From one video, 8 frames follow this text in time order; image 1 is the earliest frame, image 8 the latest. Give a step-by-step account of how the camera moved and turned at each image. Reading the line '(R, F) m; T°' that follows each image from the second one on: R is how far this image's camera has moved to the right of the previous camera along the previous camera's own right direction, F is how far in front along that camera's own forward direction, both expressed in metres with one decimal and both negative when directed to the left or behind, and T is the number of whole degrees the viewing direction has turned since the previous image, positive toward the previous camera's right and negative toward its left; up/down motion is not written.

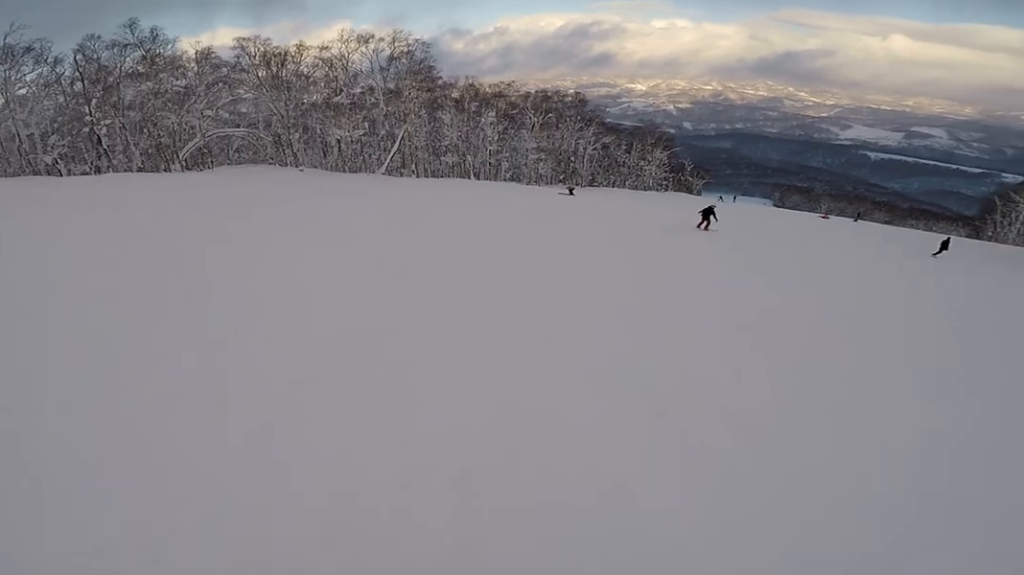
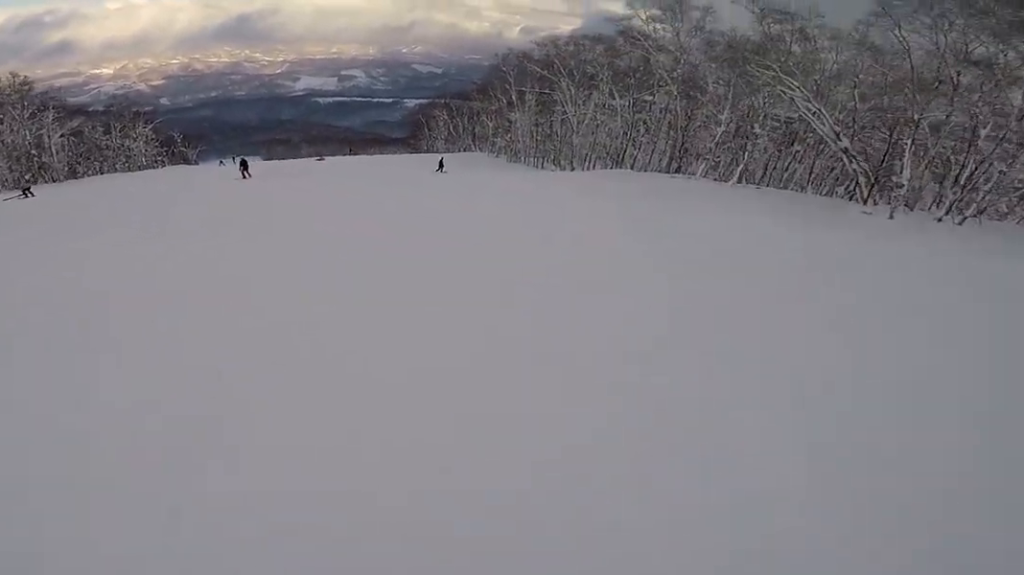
(+2.0, +10.4) m; +15°
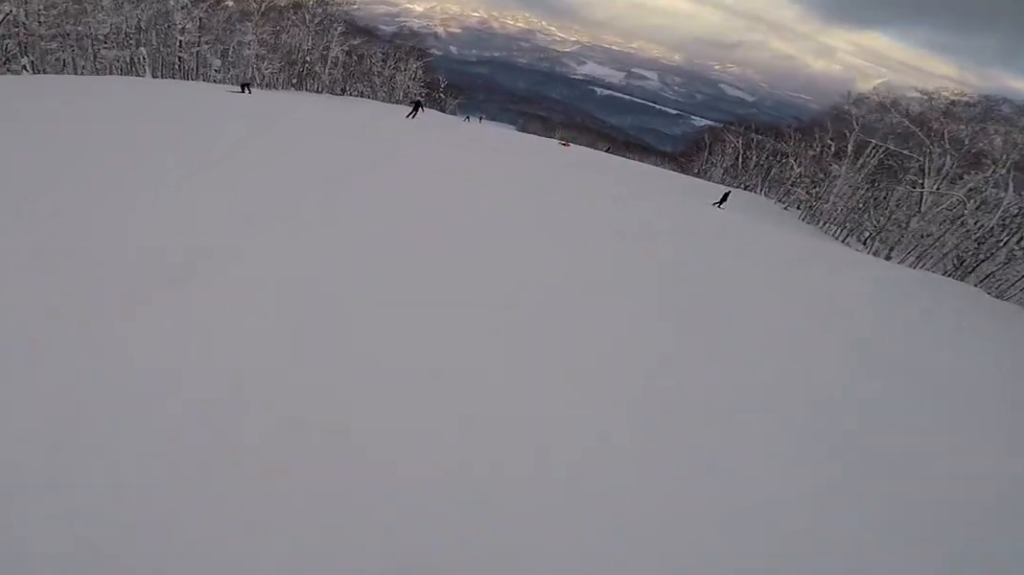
(0.0, +5.5) m; -7°
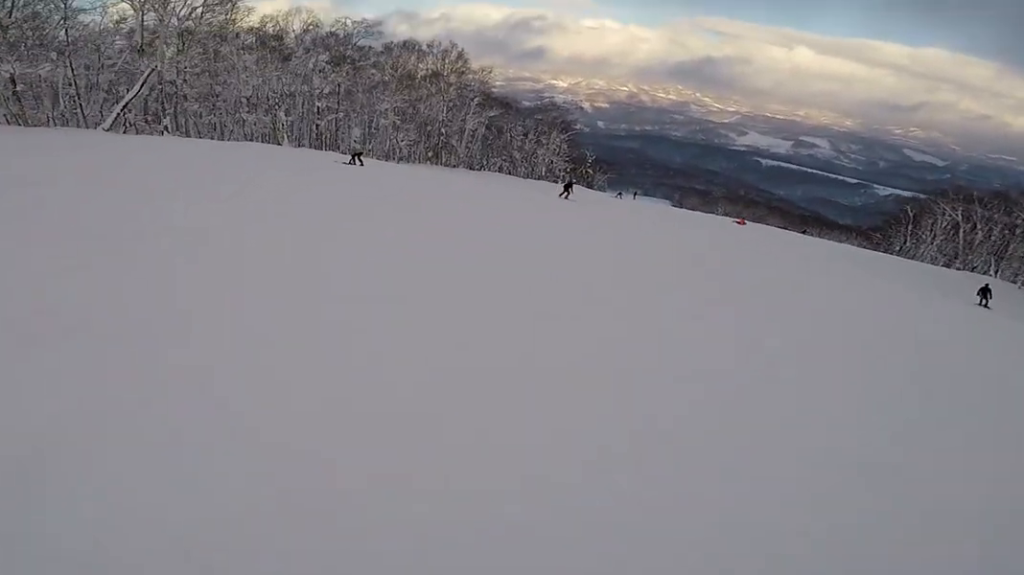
(-0.5, +5.4) m; -9°
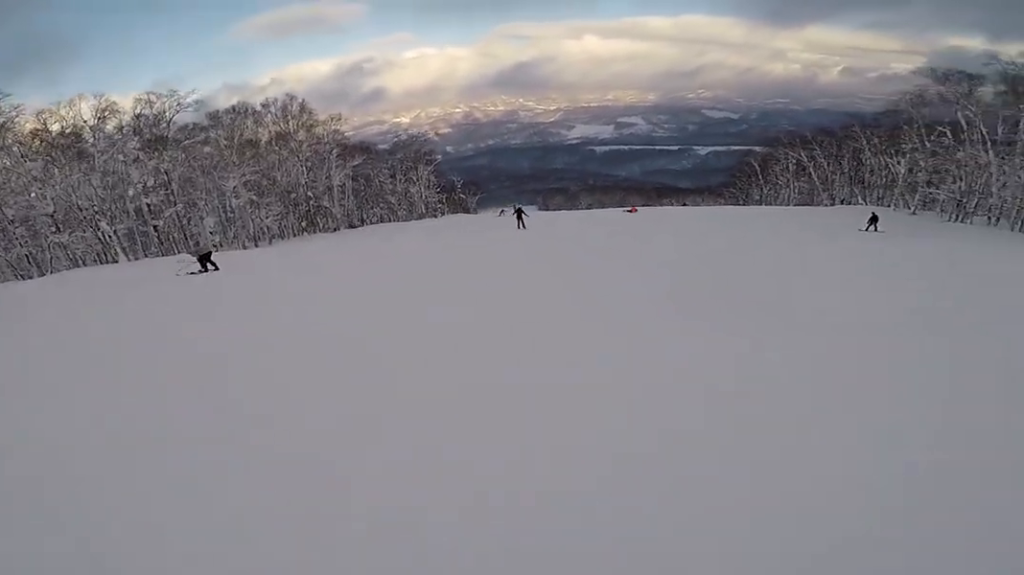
(-0.7, +5.7) m; +2°
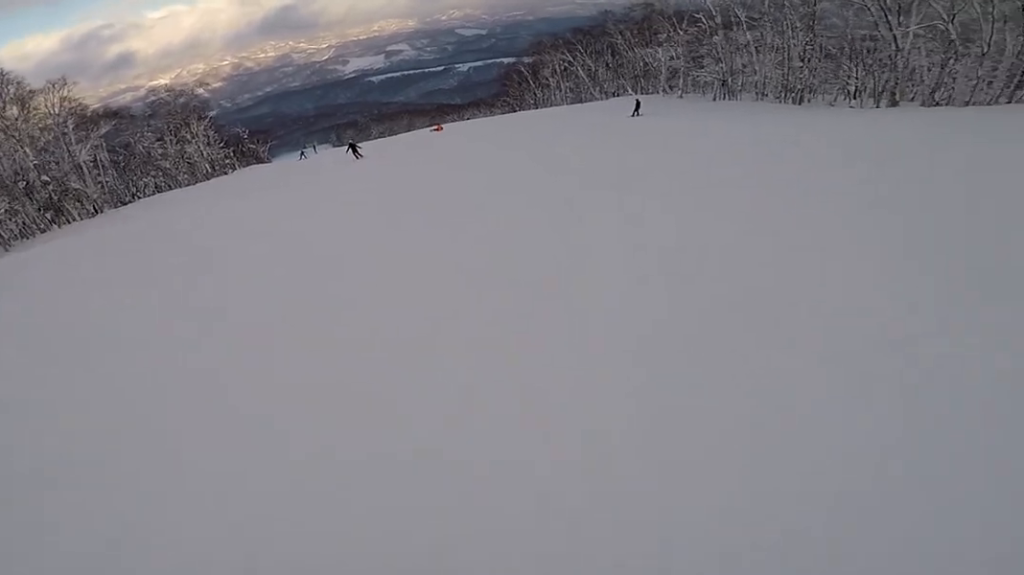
(+0.8, +5.6) m; +13°
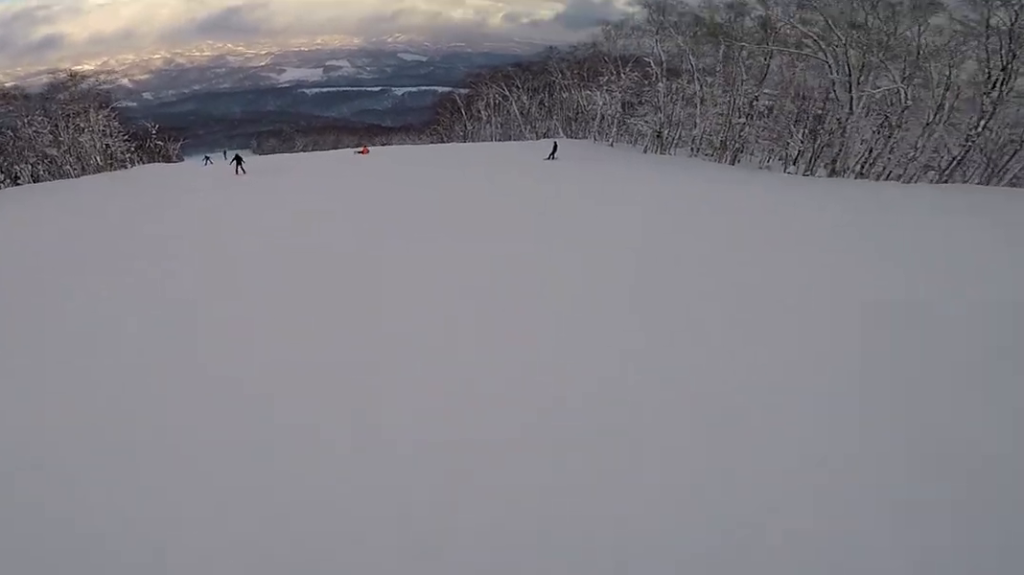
(+0.4, +4.2) m; -5°
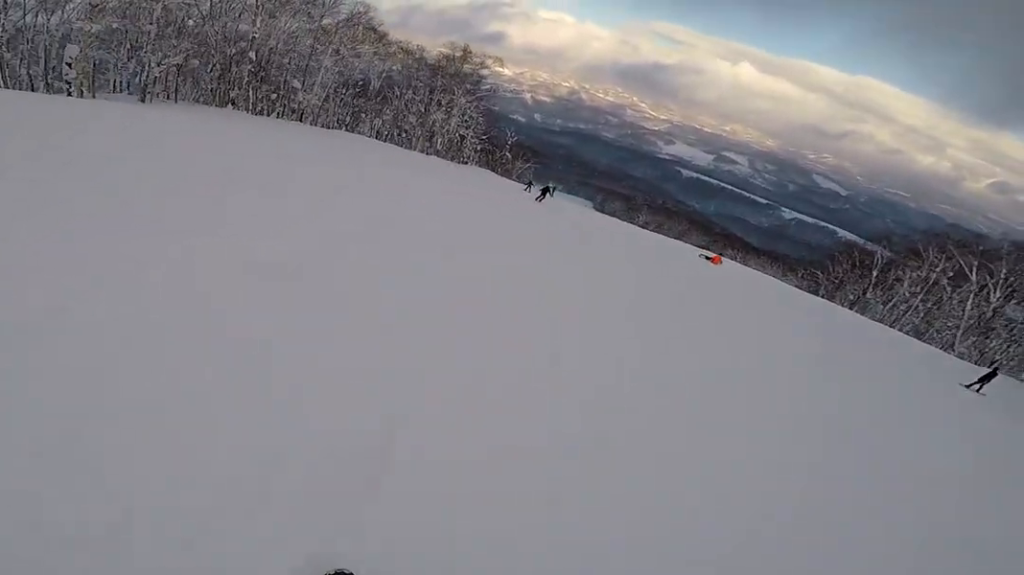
(-1.6, +8.9) m; -10°
